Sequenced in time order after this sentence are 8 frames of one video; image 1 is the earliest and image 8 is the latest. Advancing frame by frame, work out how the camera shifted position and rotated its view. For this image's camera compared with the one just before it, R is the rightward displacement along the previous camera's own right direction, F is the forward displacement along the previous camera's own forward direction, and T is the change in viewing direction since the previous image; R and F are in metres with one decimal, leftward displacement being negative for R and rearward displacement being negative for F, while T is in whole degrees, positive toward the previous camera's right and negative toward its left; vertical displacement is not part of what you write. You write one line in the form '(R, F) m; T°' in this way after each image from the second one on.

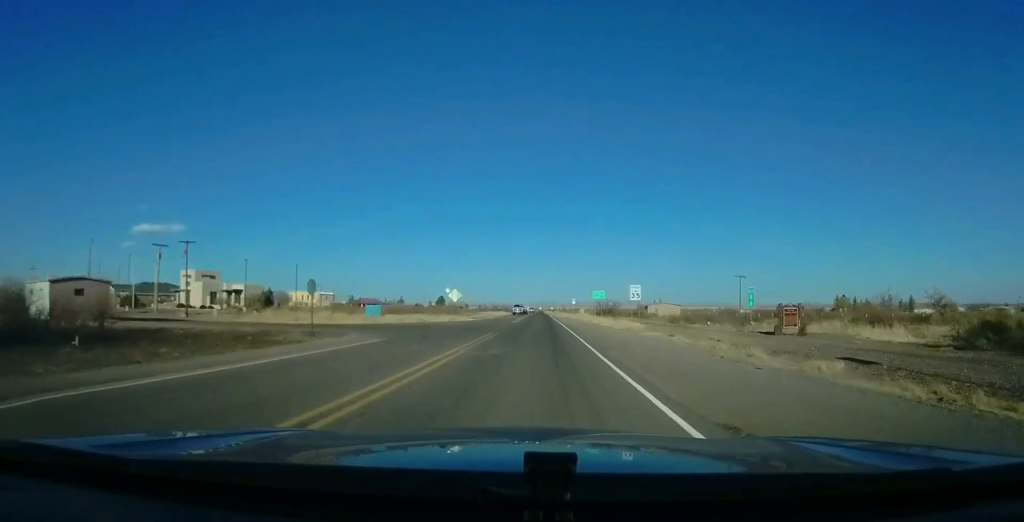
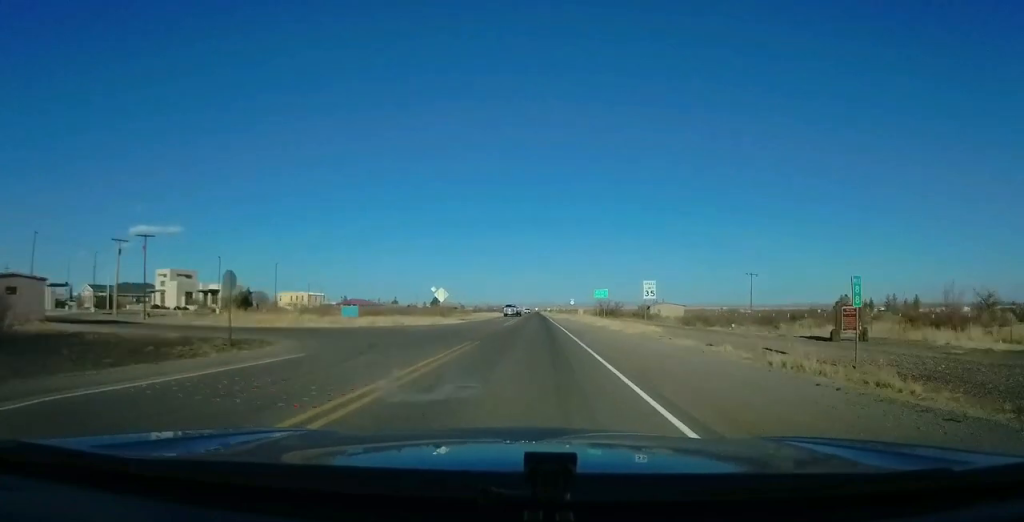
(0.0, +7.8) m; 0°
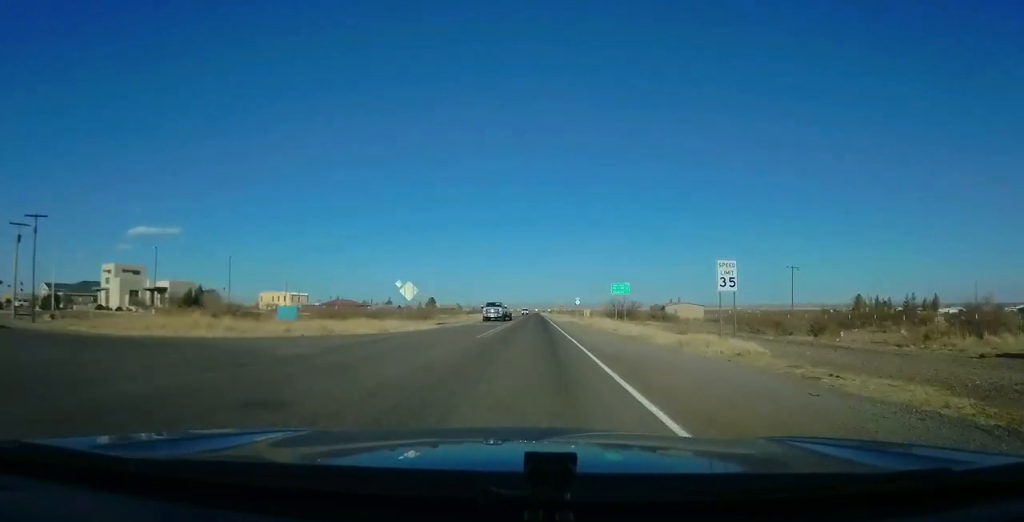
(+0.1, +16.8) m; +2°
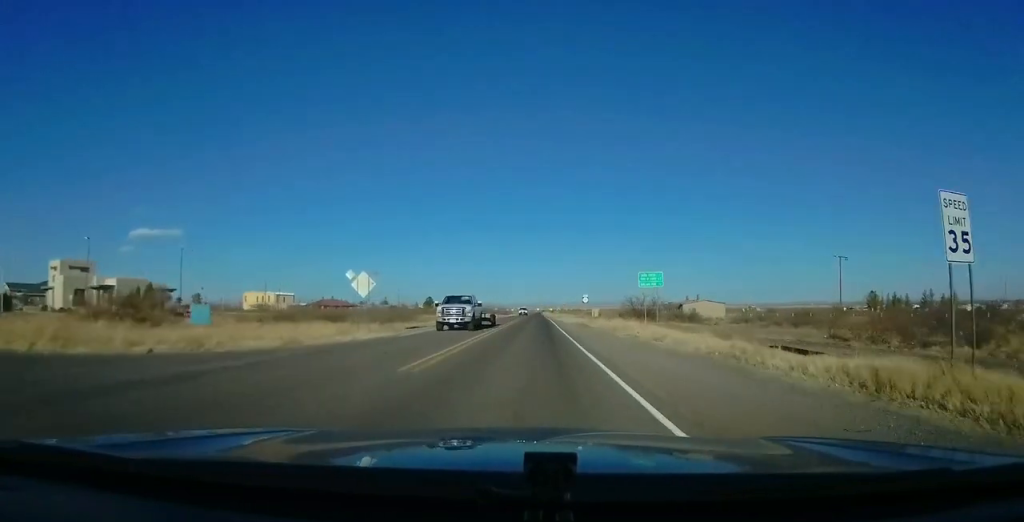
(+0.3, +13.8) m; +1°
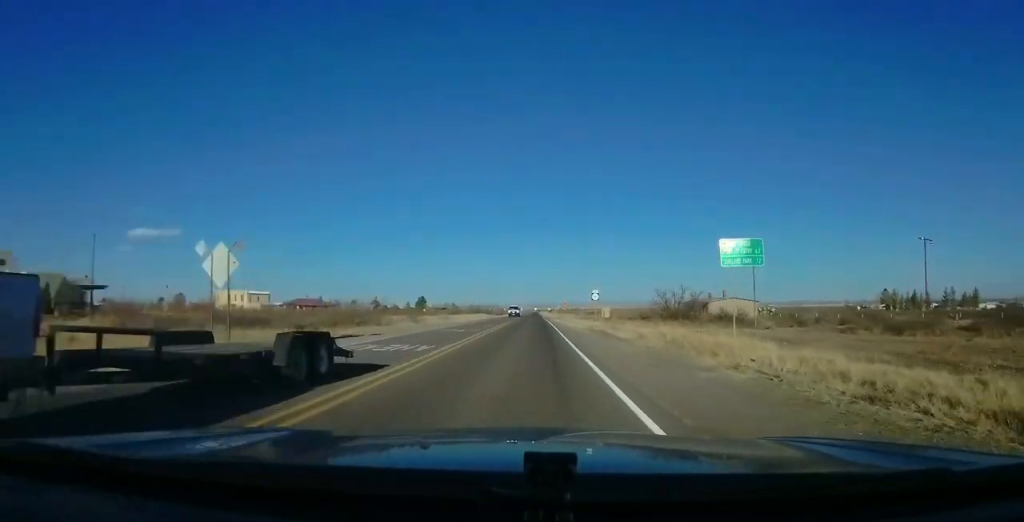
(+0.2, +17.7) m; -1°
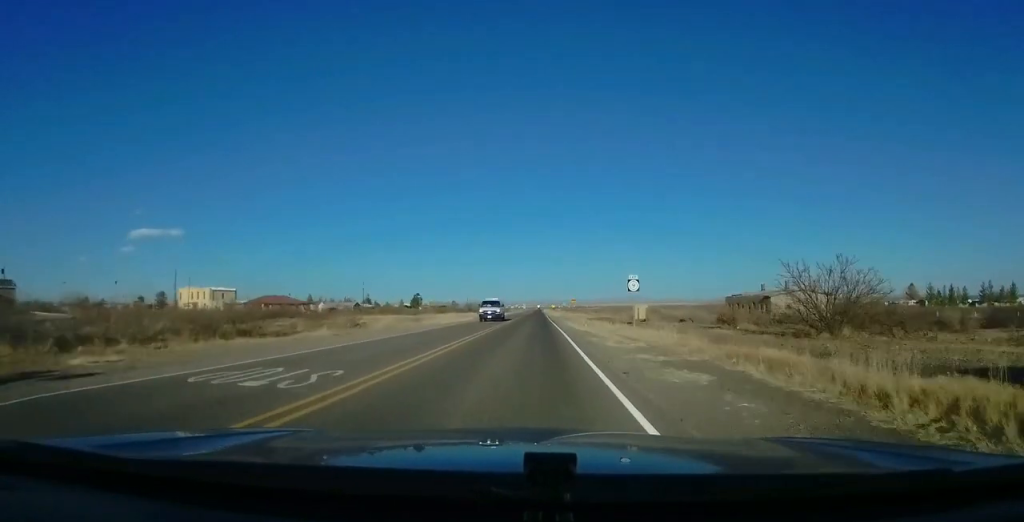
(-0.6, +23.2) m; -1°
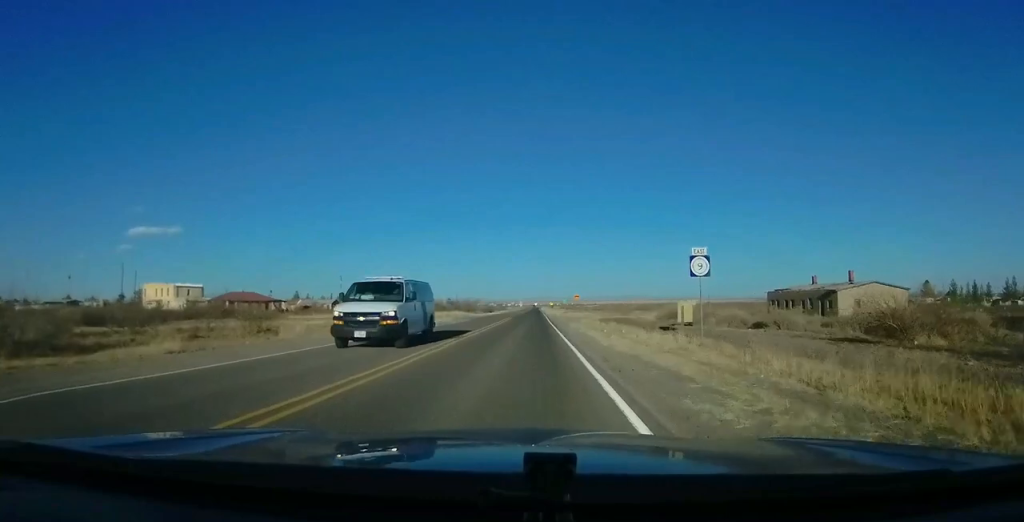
(-0.1, +15.7) m; 0°
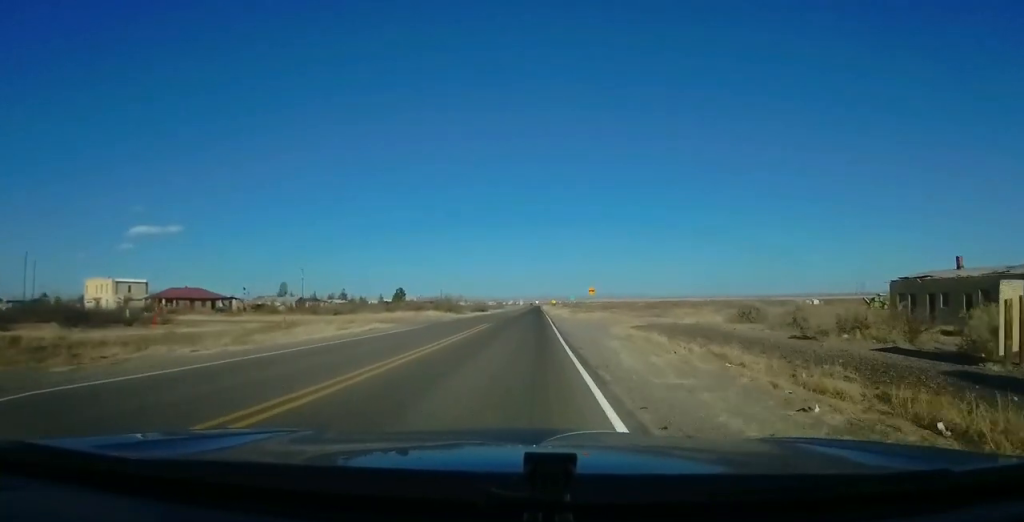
(0.0, +24.9) m; 0°
